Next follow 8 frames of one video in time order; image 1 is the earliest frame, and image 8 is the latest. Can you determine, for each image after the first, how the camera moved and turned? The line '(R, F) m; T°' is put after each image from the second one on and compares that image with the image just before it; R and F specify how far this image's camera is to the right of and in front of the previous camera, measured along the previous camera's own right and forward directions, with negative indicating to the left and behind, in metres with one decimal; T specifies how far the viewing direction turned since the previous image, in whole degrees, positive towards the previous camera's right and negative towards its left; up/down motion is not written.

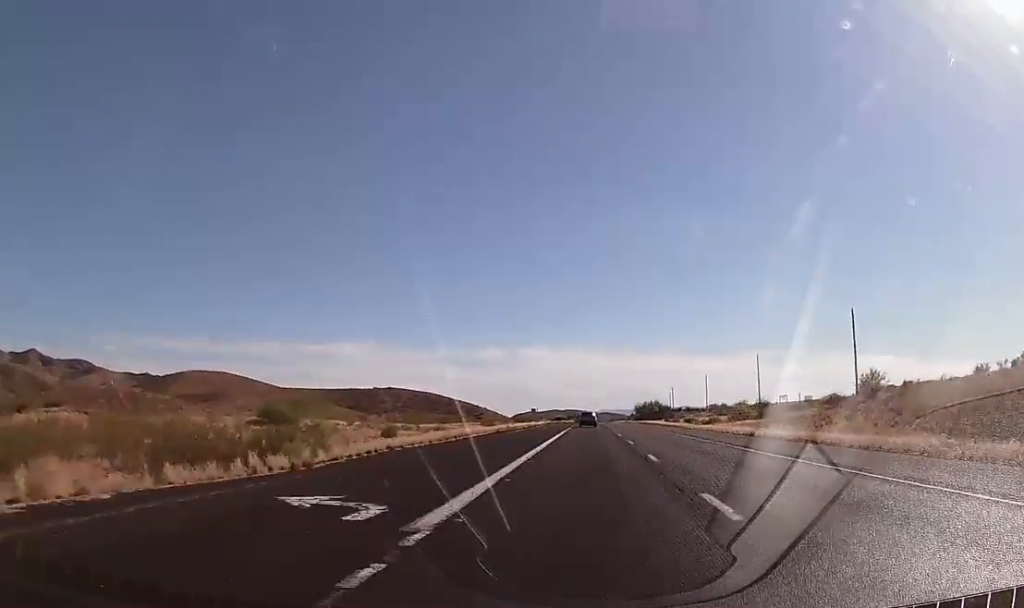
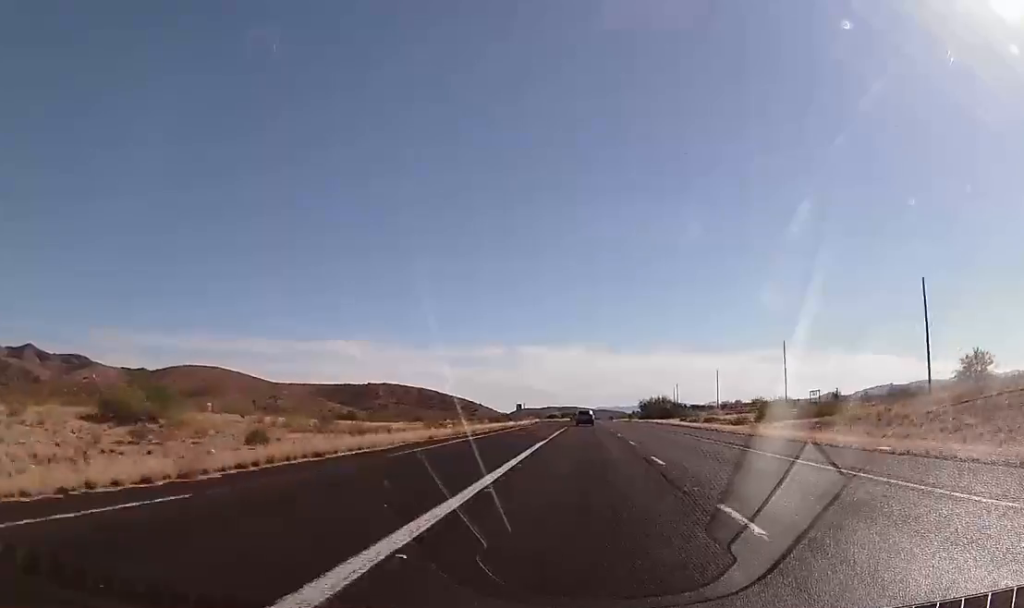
(0.0, +26.4) m; 0°
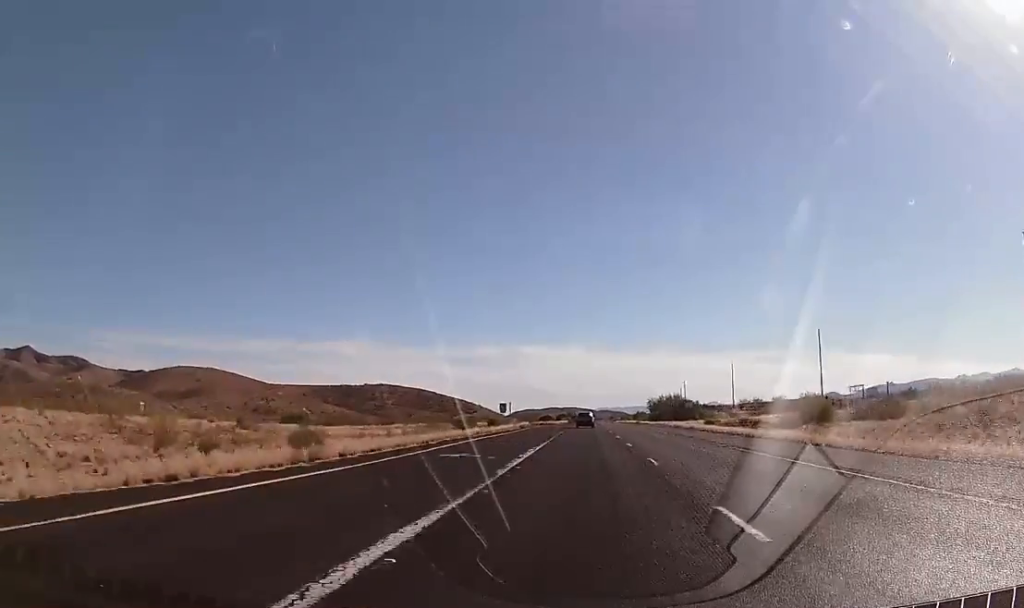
(+0.2, +23.9) m; 0°
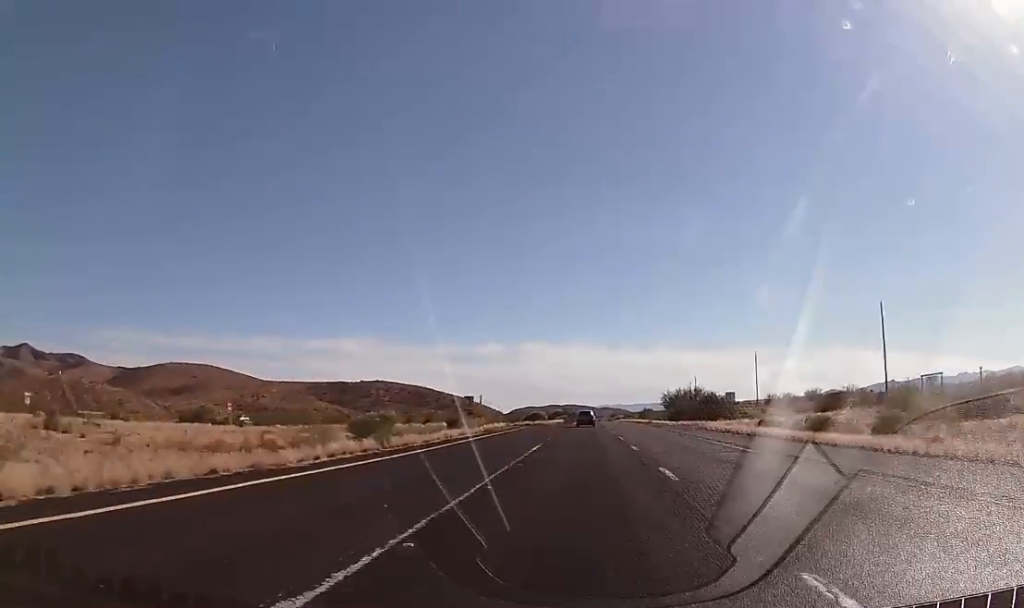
(+0.2, +29.0) m; 0°
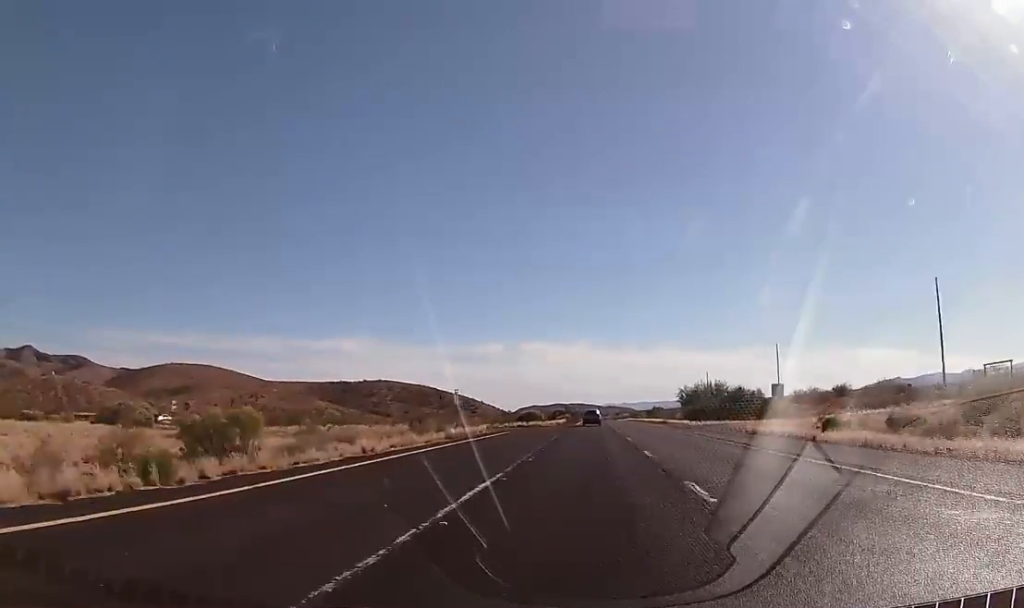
(-0.2, +16.3) m; 0°
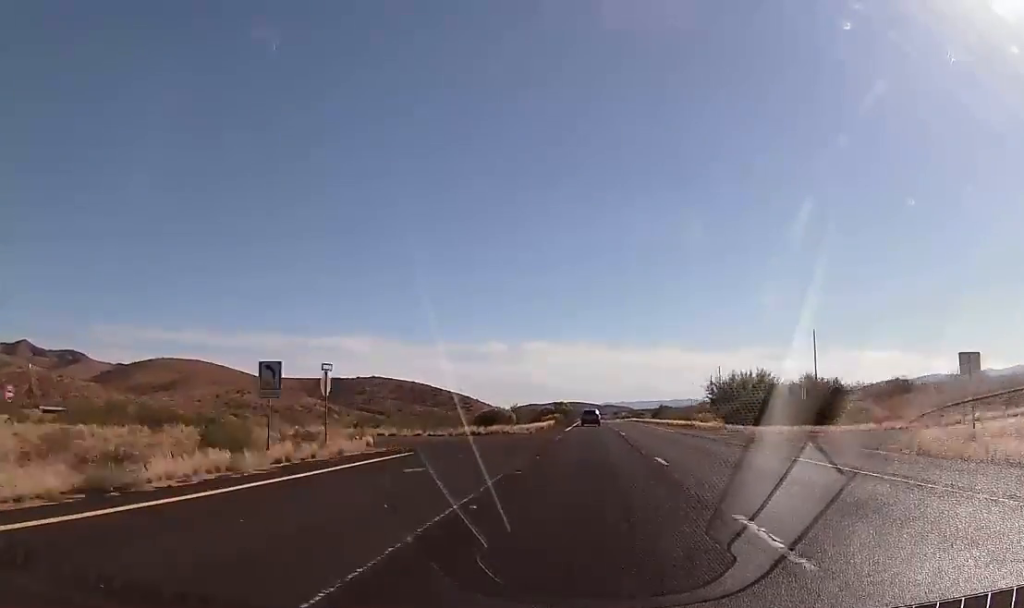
(-0.1, +29.0) m; -1°
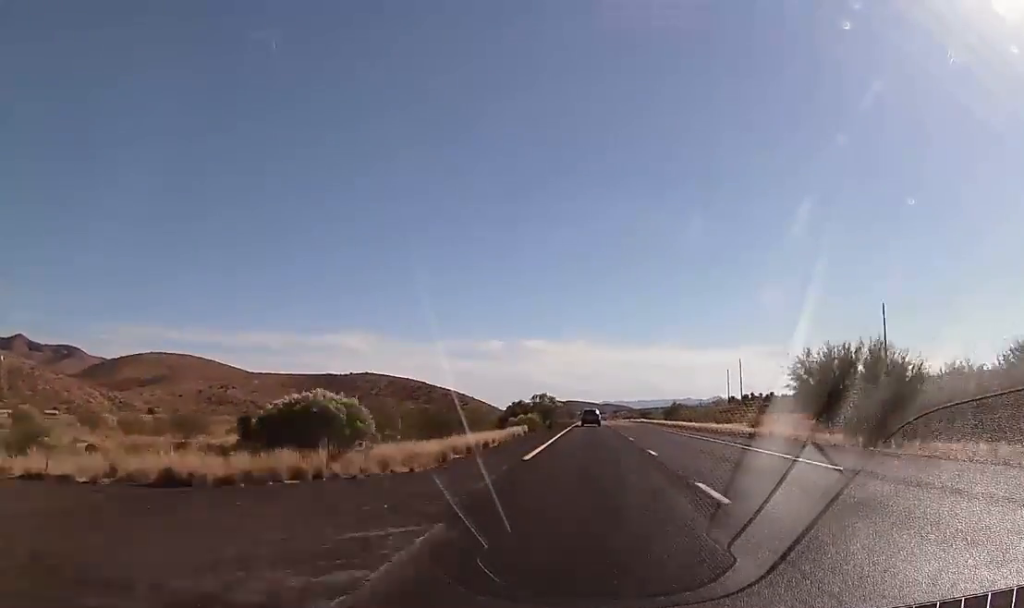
(-0.1, +34.2) m; 0°
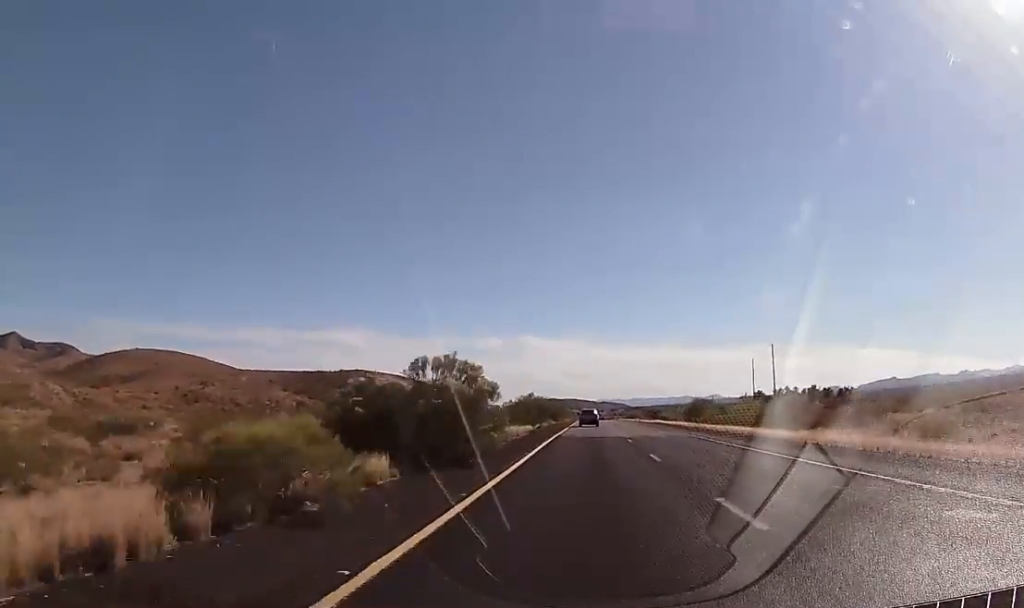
(0.0, +39.4) m; +1°
